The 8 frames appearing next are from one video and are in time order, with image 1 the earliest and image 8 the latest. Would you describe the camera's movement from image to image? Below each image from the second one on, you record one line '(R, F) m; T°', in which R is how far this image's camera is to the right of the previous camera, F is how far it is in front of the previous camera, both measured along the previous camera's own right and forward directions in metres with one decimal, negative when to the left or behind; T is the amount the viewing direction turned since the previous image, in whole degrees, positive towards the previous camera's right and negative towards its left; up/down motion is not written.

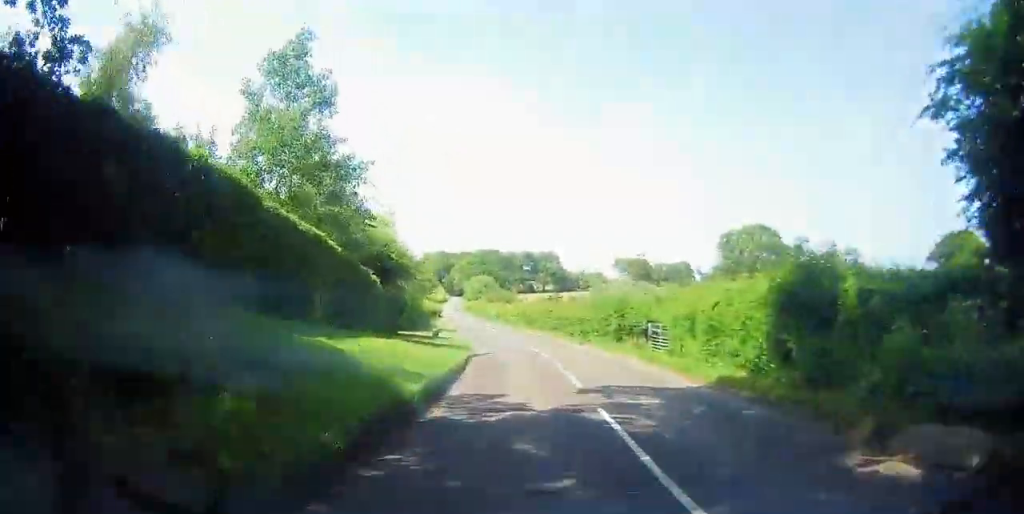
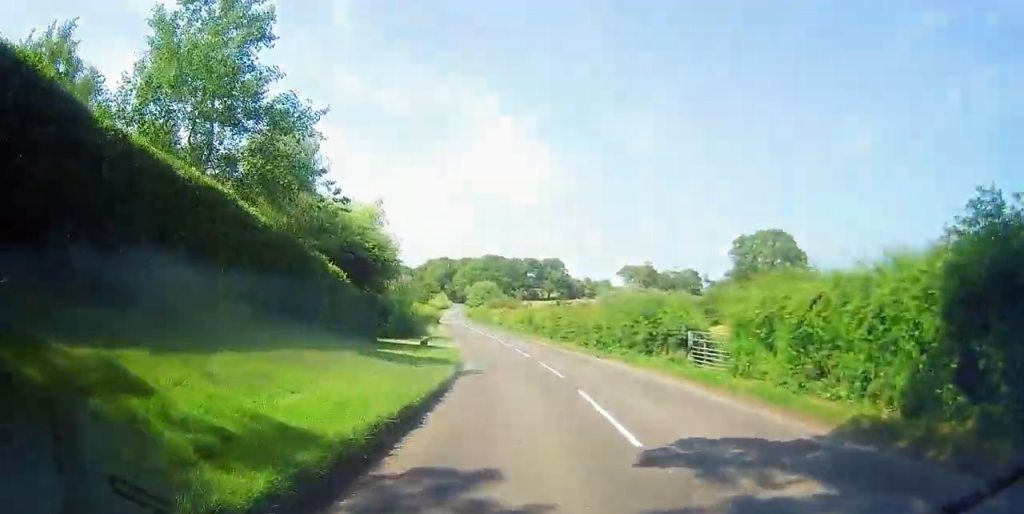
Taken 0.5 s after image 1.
(+0.1, +6.3) m; 0°
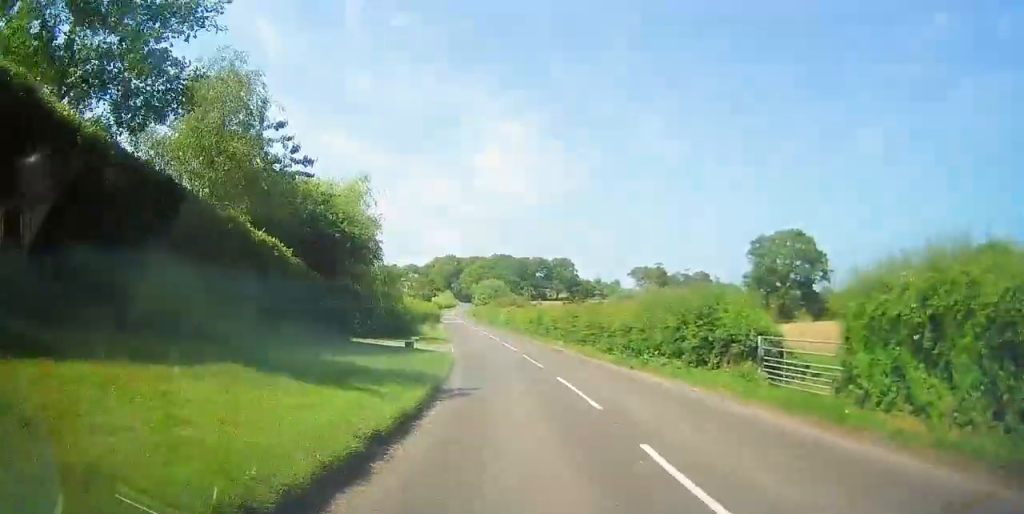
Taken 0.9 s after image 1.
(+0.1, +5.9) m; 0°
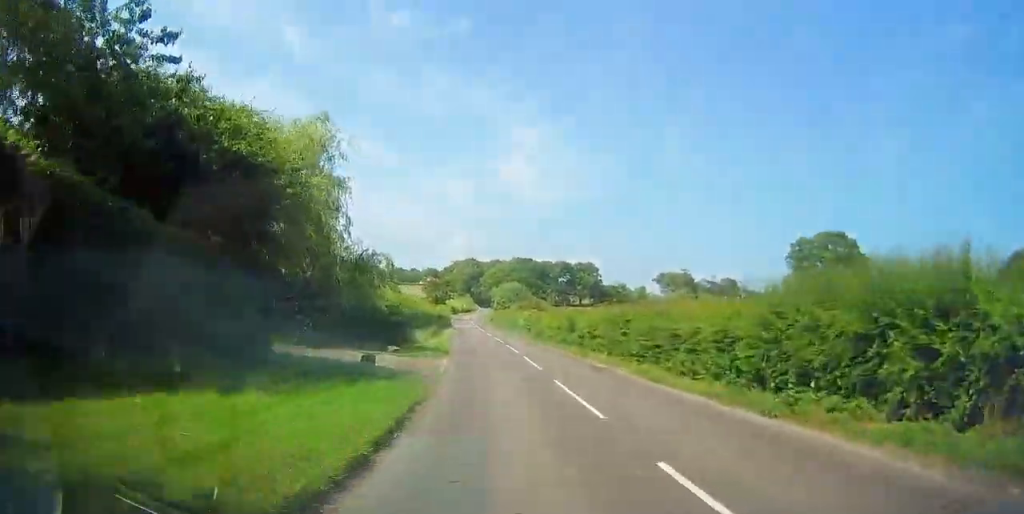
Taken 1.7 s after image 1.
(-0.2, +10.6) m; -2°
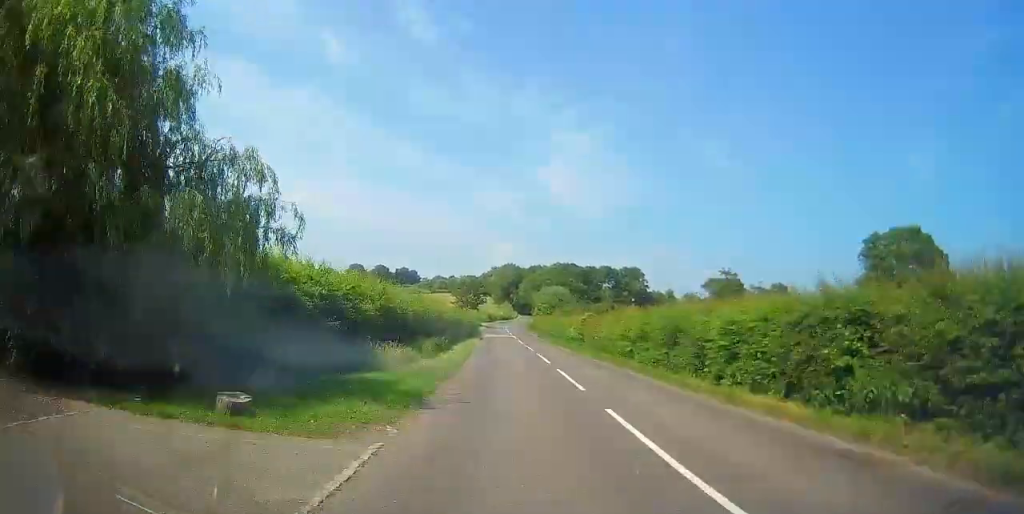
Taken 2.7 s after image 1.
(-0.4, +14.8) m; -2°
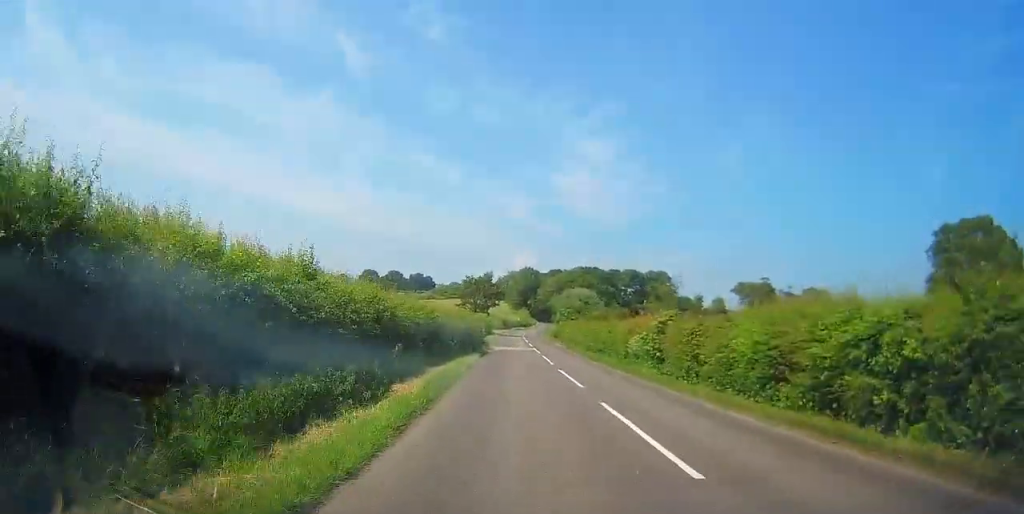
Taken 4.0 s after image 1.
(-0.2, +17.5) m; -2°
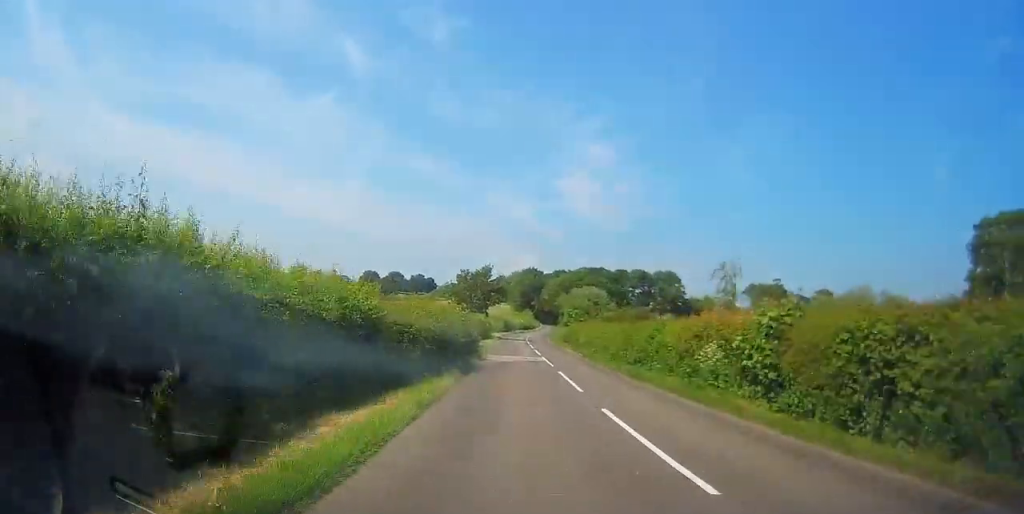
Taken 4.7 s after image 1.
(-0.2, +10.2) m; 0°
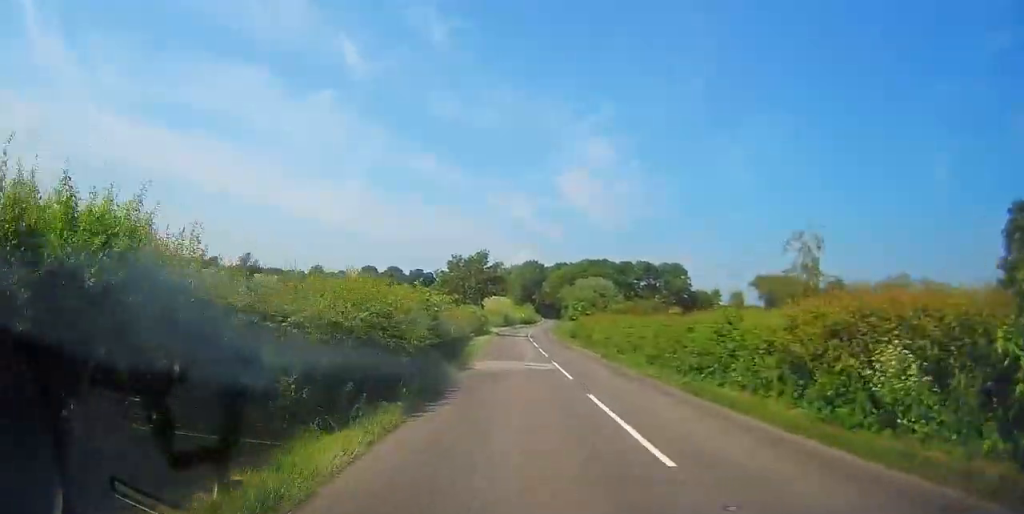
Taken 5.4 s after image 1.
(0.0, +8.9) m; 0°
